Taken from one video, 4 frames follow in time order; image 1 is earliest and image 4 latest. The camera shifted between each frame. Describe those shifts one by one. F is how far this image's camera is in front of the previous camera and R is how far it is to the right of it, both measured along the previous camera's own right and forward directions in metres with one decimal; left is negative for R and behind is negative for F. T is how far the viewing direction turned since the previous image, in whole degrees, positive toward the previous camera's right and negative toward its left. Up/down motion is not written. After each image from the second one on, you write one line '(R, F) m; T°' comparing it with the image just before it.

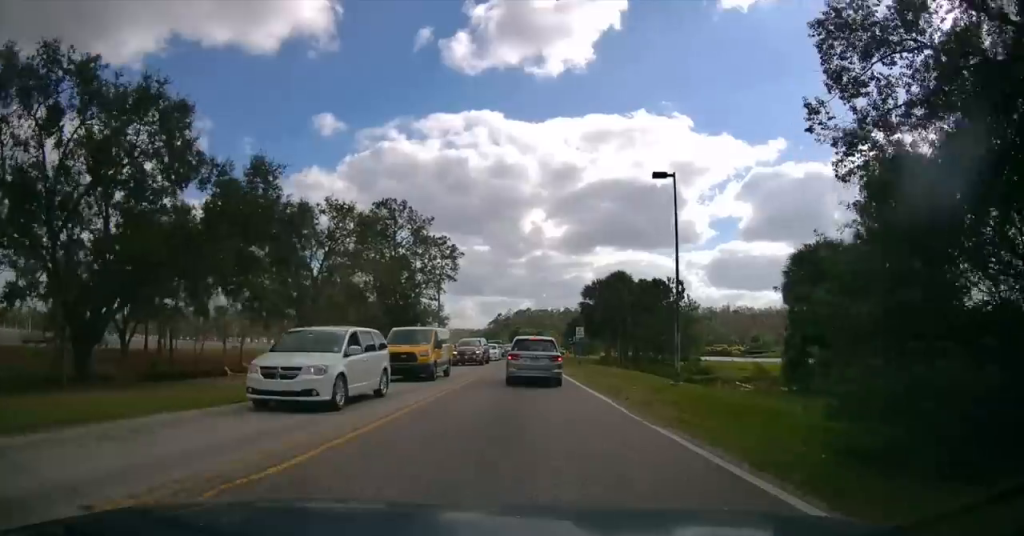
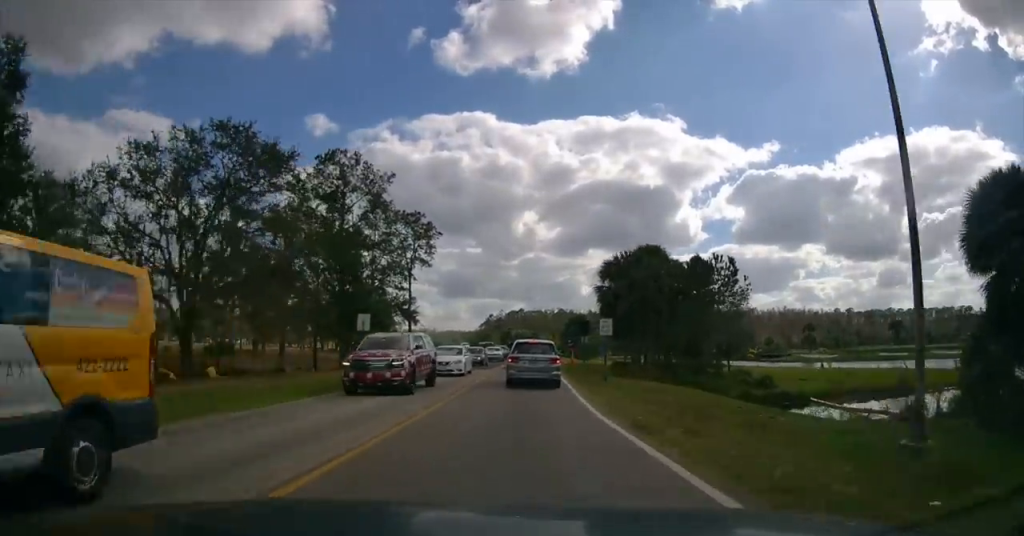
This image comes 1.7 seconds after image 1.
(+0.3, +15.6) m; +3°
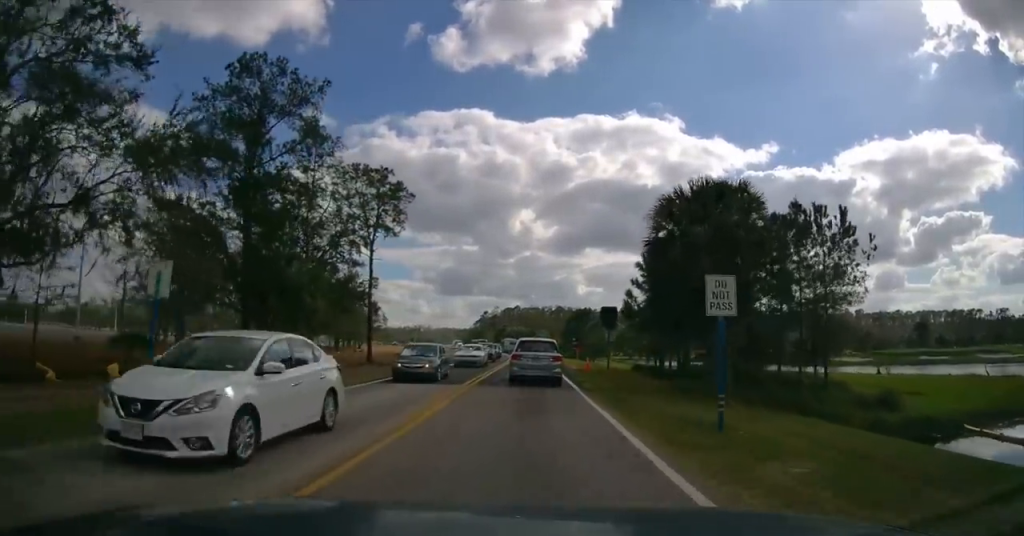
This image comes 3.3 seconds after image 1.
(+0.1, +15.2) m; -2°
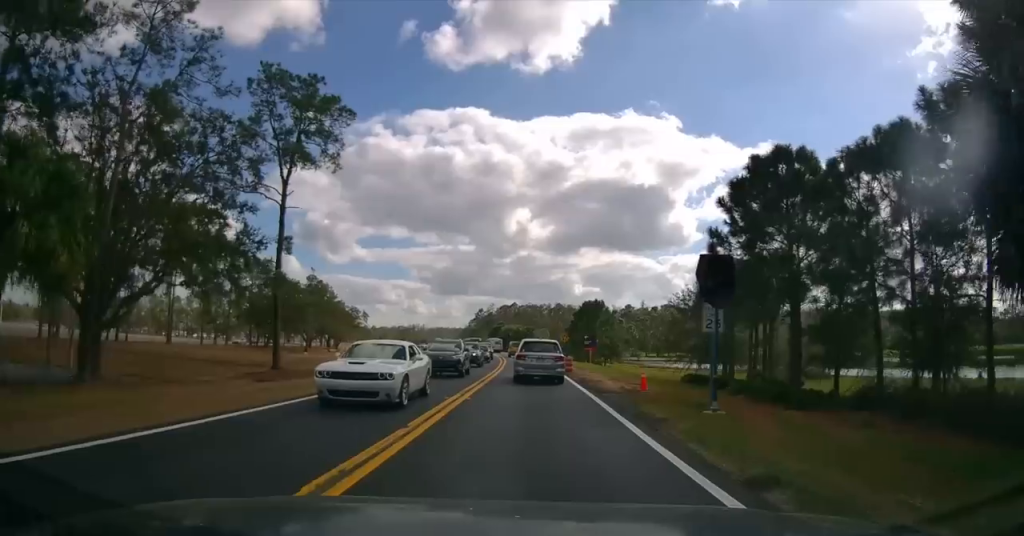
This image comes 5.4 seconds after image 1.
(-0.8, +18.4) m; -2°
